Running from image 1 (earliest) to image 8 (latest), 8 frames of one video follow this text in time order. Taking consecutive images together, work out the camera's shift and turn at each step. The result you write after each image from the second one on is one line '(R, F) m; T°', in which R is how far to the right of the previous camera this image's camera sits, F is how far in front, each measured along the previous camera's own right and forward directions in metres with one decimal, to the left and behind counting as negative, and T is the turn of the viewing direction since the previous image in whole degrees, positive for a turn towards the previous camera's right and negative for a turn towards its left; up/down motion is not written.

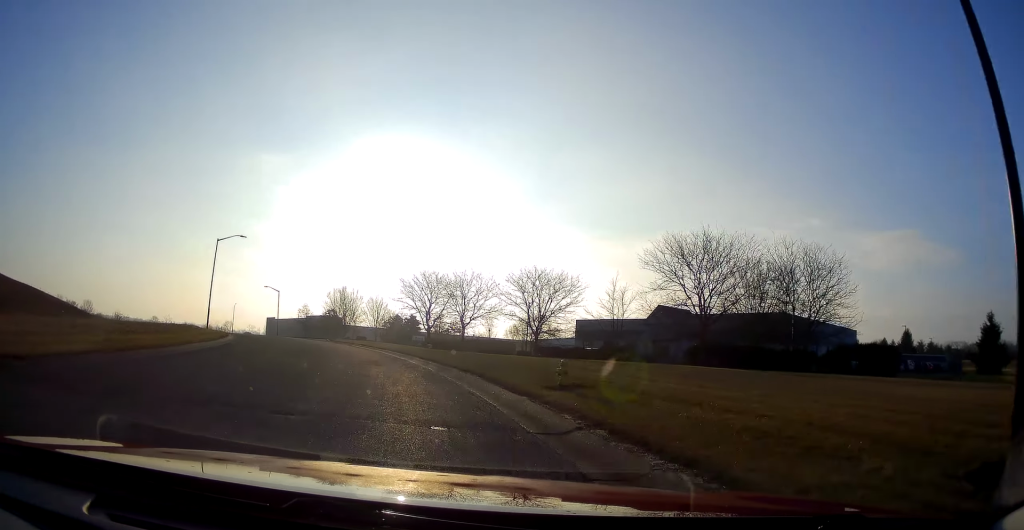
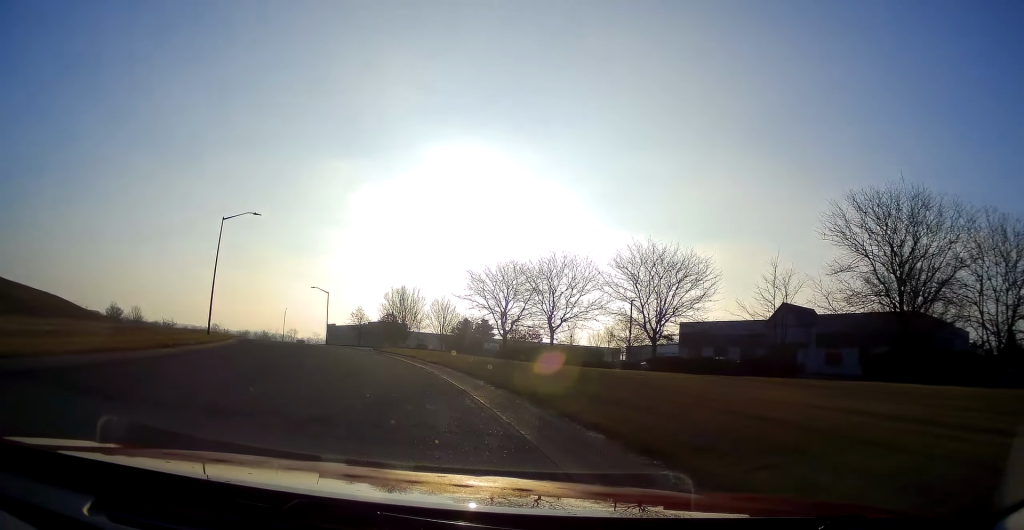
(-1.3, +14.4) m; -7°
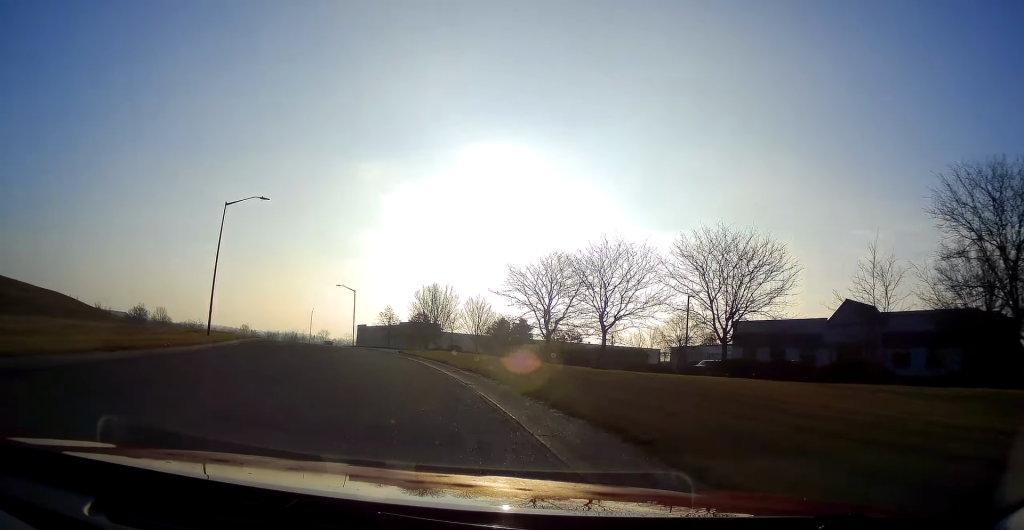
(0.0, +5.8) m; -3°
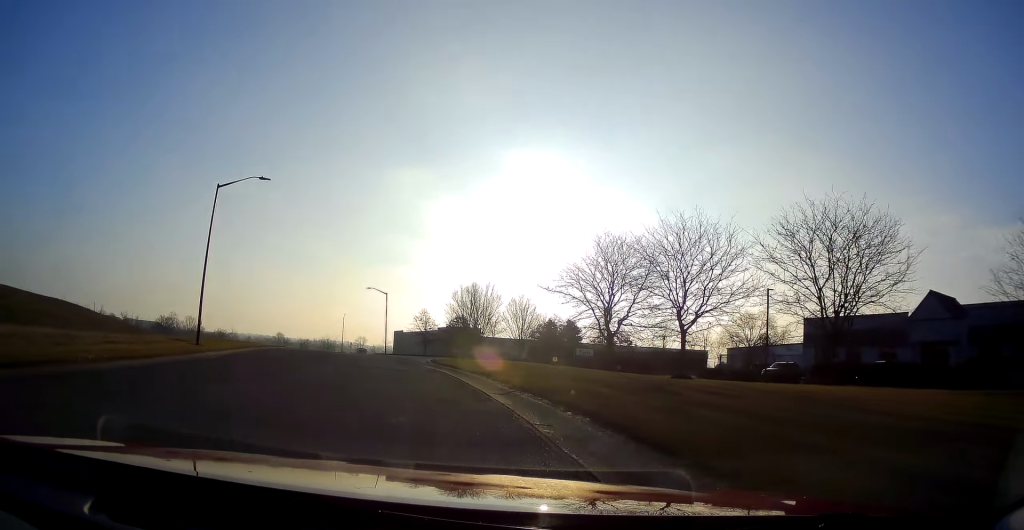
(-0.4, +7.1) m; -5°
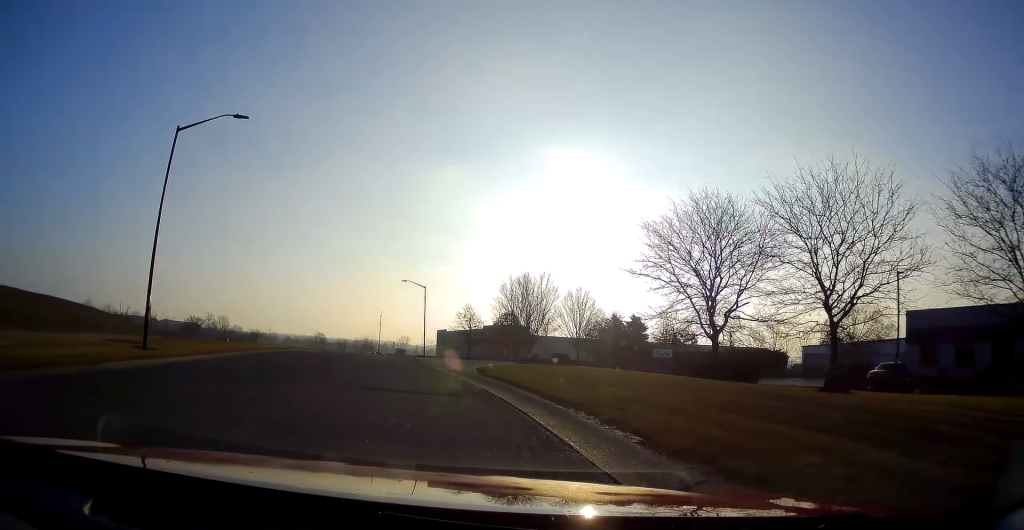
(-0.8, +9.8) m; -6°
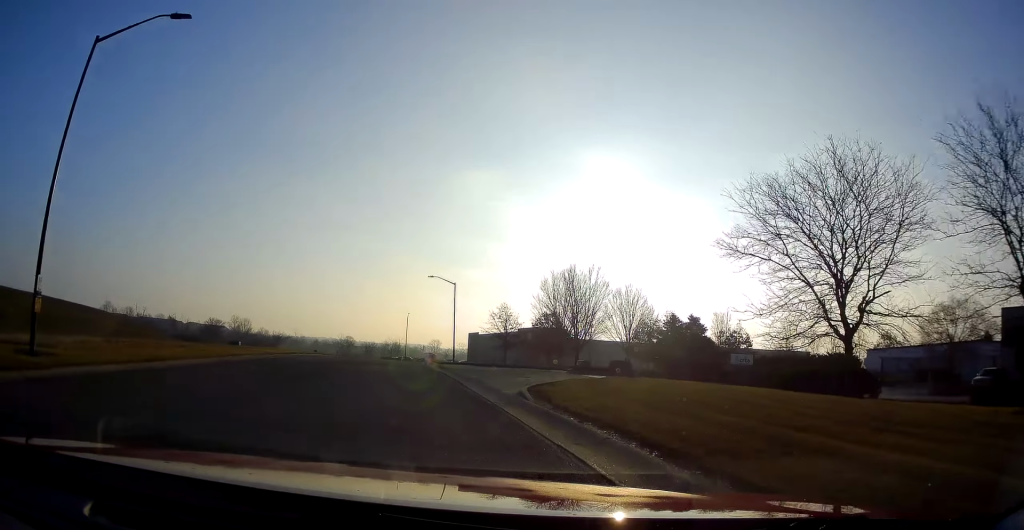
(-0.2, +8.5) m; -2°
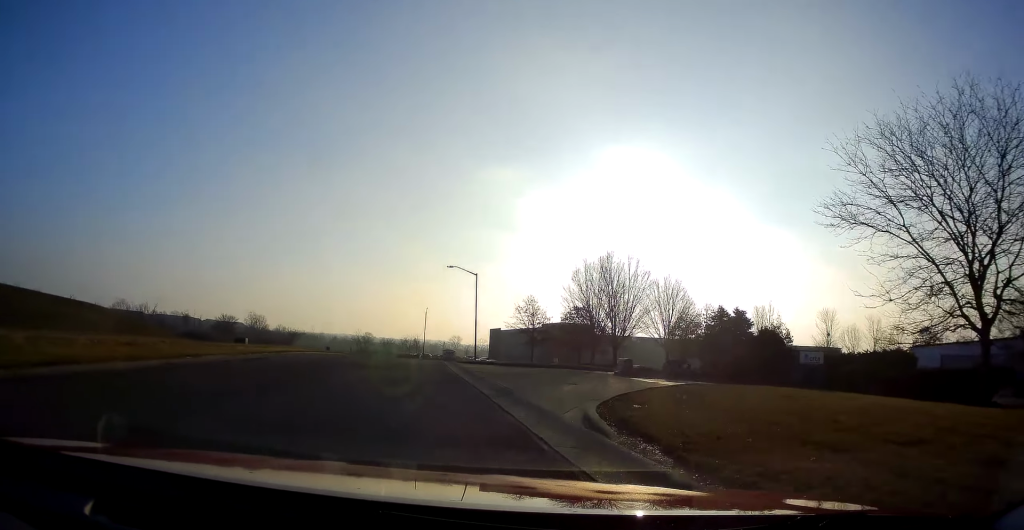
(0.0, +5.9) m; -1°
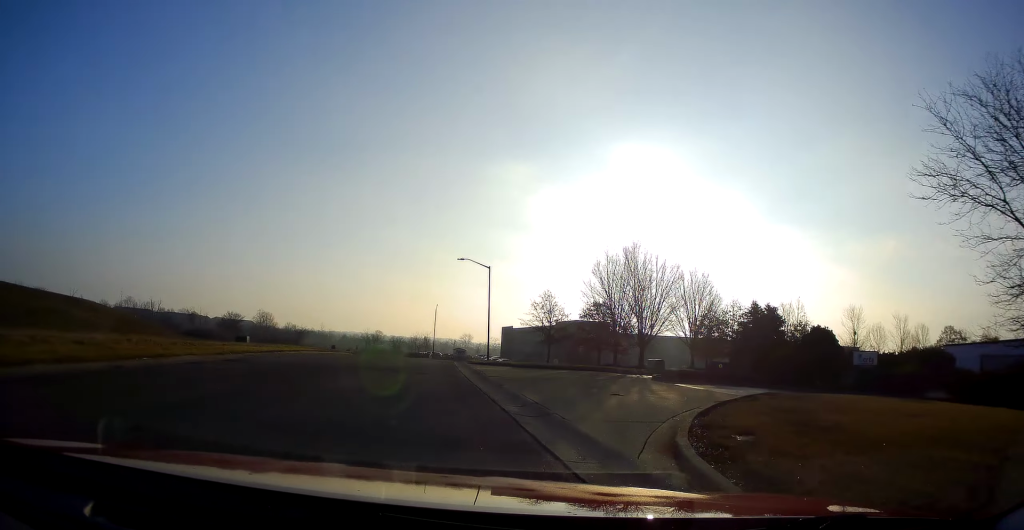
(0.0, +4.0) m; -1°
